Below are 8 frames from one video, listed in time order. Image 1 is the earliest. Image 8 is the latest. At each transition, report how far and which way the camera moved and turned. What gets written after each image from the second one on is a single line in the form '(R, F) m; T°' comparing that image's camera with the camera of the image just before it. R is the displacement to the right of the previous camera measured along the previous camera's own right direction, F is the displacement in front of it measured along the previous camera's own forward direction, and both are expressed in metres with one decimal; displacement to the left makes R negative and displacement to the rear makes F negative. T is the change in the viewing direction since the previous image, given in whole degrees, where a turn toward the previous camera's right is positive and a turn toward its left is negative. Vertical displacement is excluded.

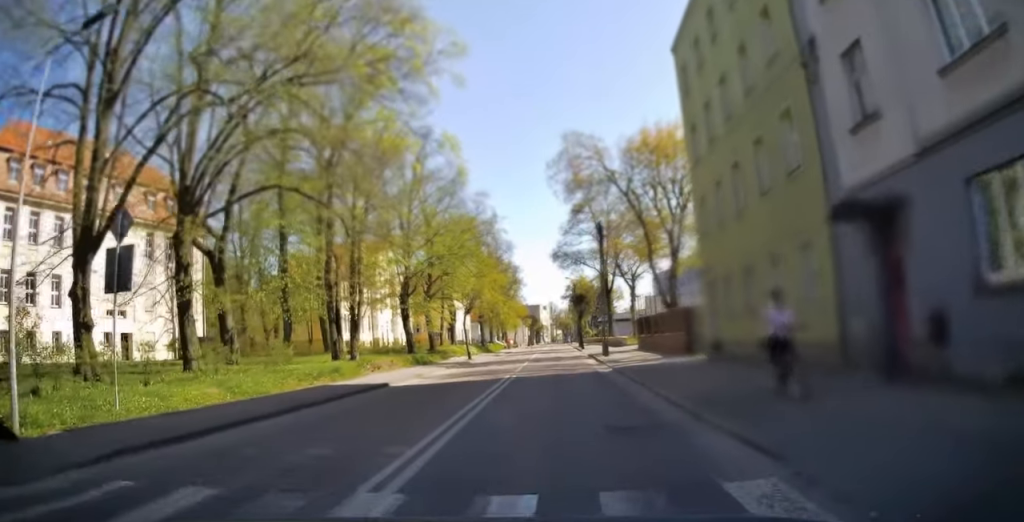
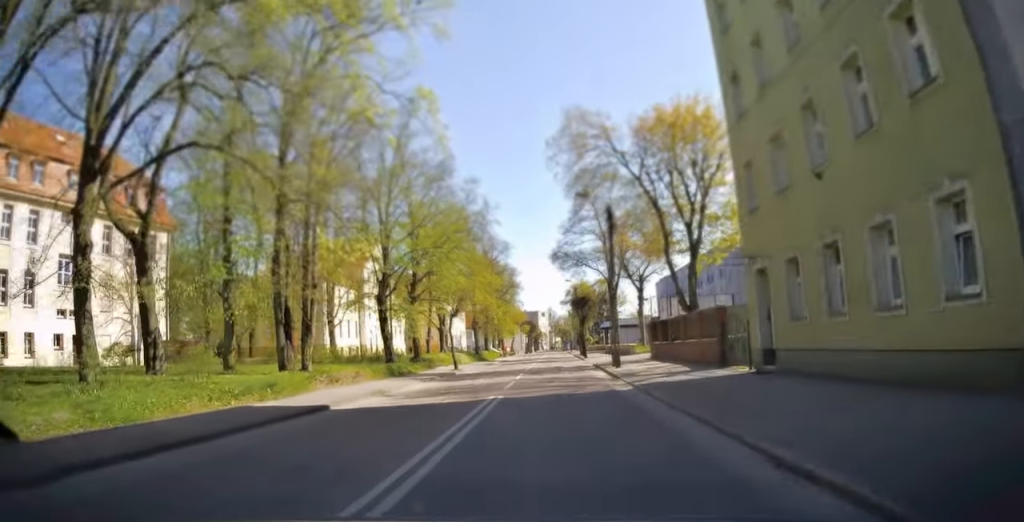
(+0.1, +5.8) m; +1°
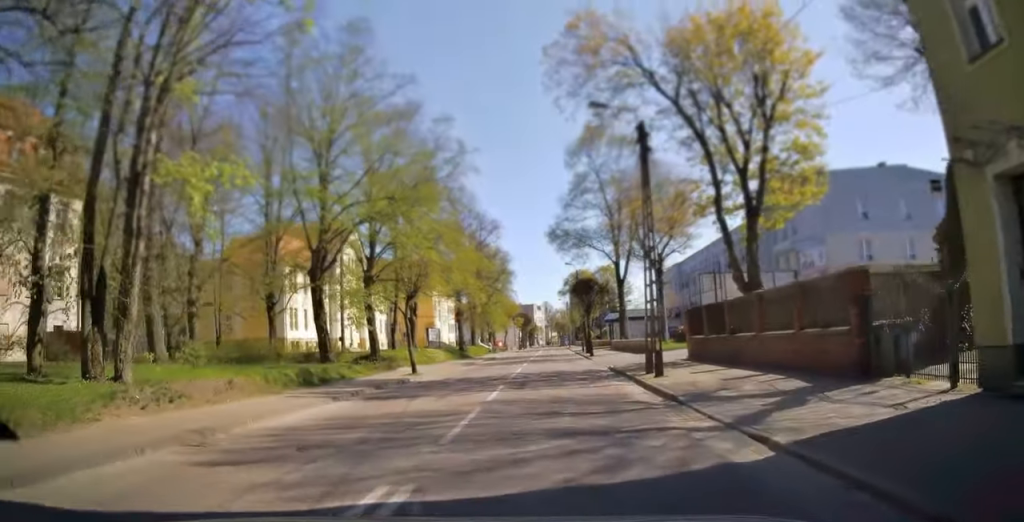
(+0.1, +10.8) m; 0°
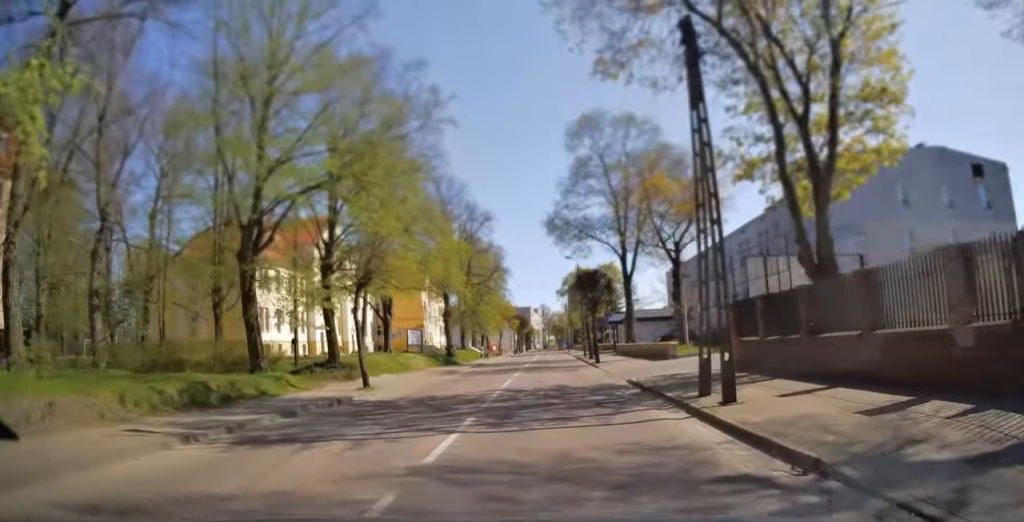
(0.0, +6.7) m; 0°
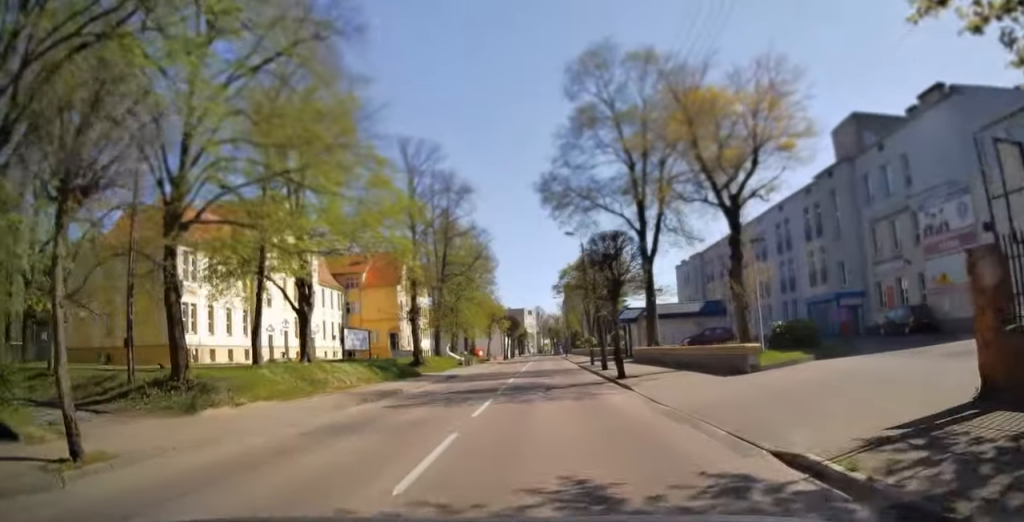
(-0.1, +13.0) m; 0°
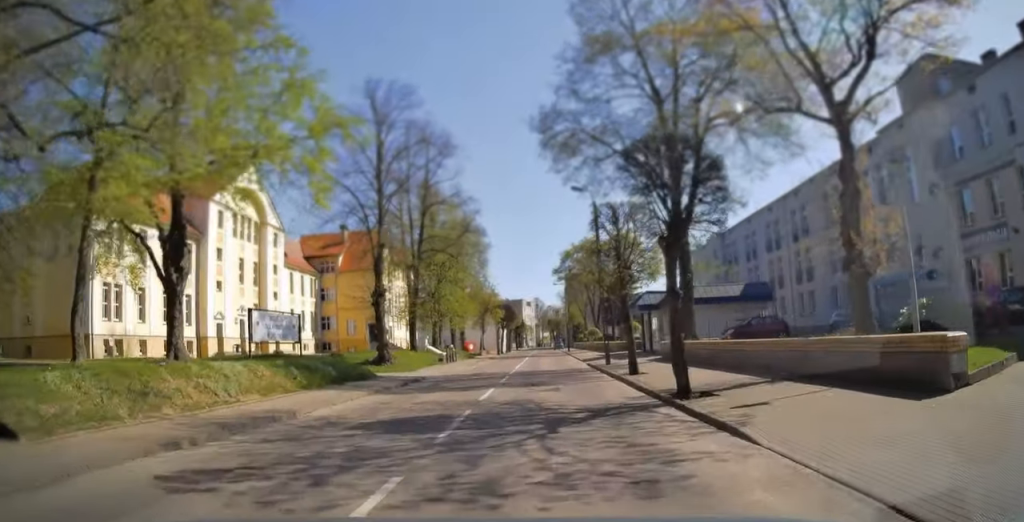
(+0.1, +10.0) m; +1°
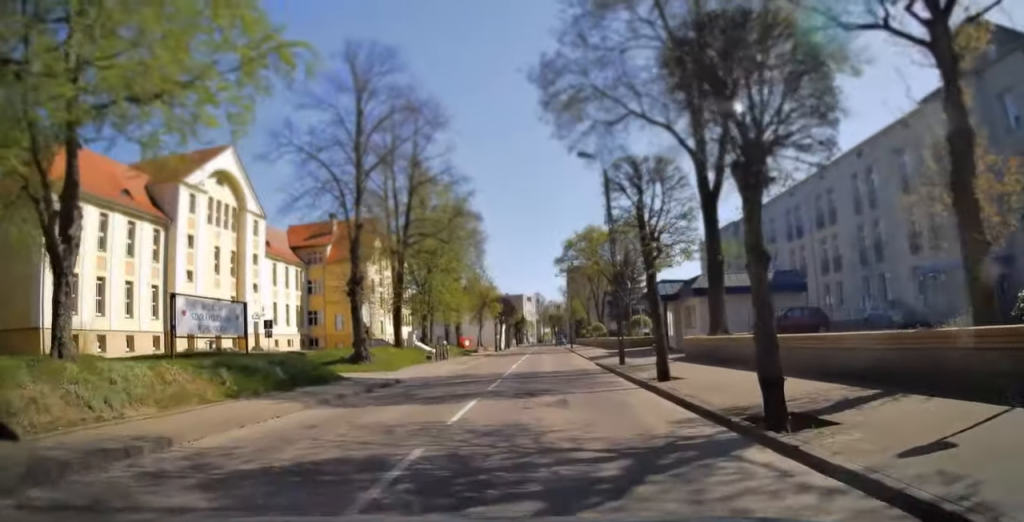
(0.0, +4.9) m; 0°
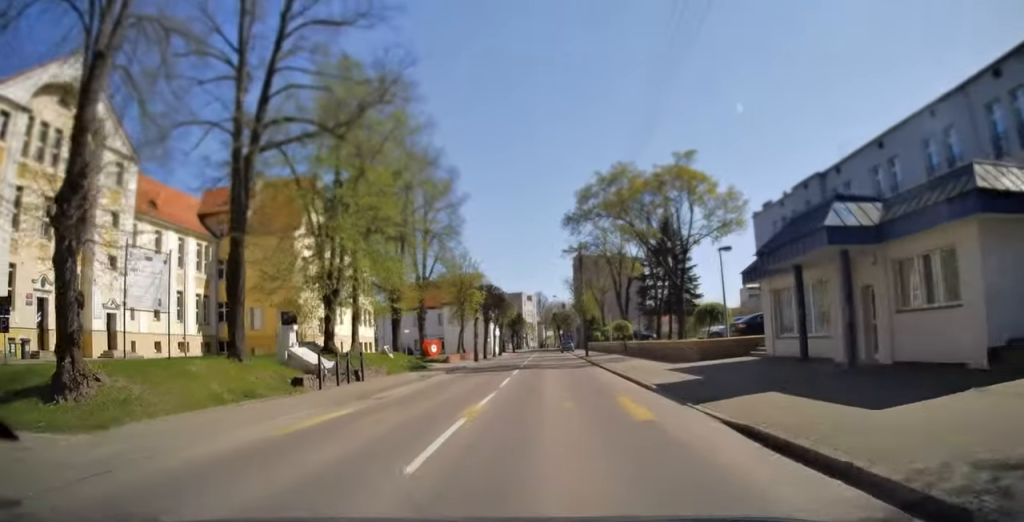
(-0.1, +21.9) m; 0°
